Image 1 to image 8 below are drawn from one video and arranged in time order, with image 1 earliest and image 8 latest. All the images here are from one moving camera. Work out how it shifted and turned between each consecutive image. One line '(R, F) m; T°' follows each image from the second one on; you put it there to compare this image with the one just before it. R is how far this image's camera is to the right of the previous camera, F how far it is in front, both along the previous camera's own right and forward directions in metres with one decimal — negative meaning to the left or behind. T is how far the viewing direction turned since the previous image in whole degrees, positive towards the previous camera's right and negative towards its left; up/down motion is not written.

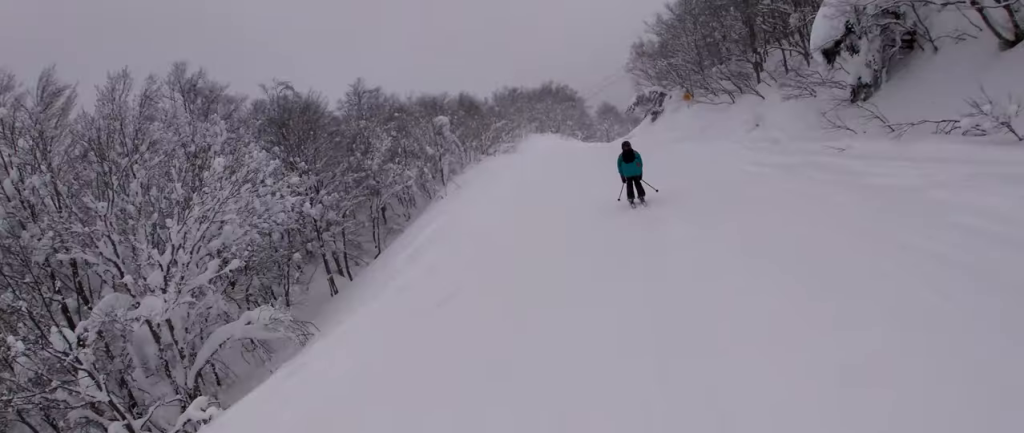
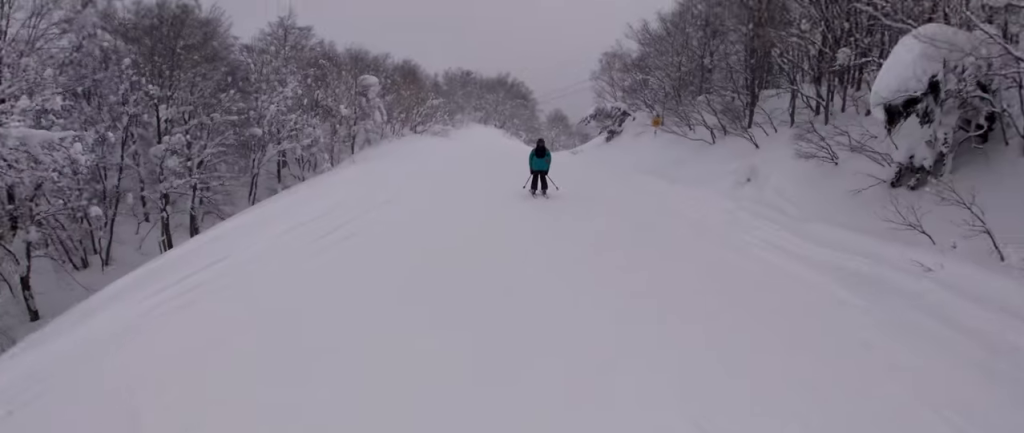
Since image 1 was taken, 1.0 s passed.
(+0.2, +7.2) m; 0°
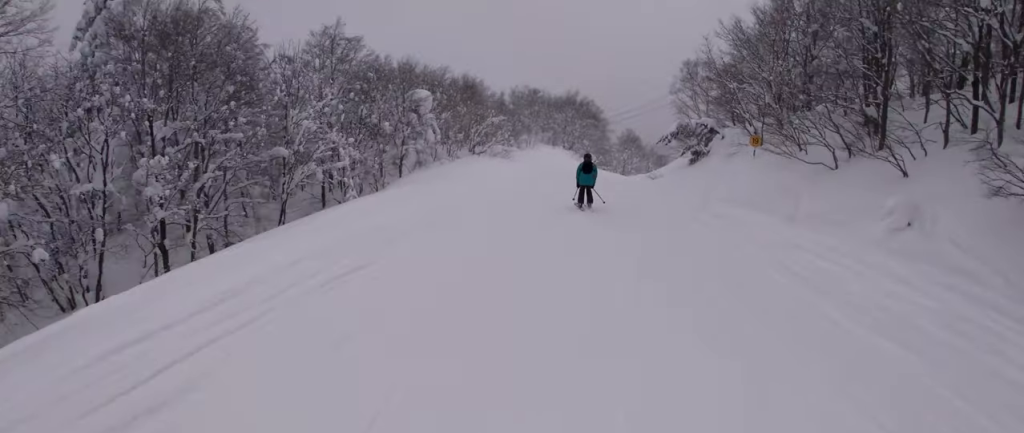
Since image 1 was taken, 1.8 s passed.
(-0.3, +5.6) m; 0°
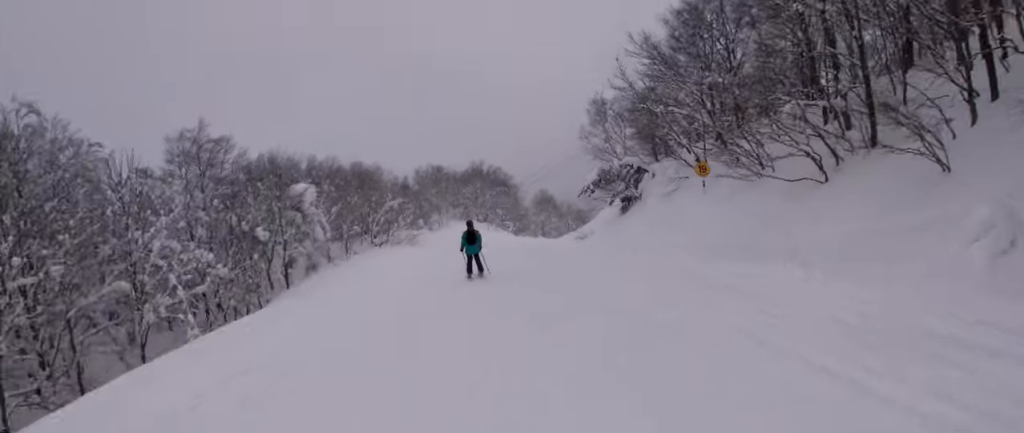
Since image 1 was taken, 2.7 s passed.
(+0.4, +6.1) m; 0°
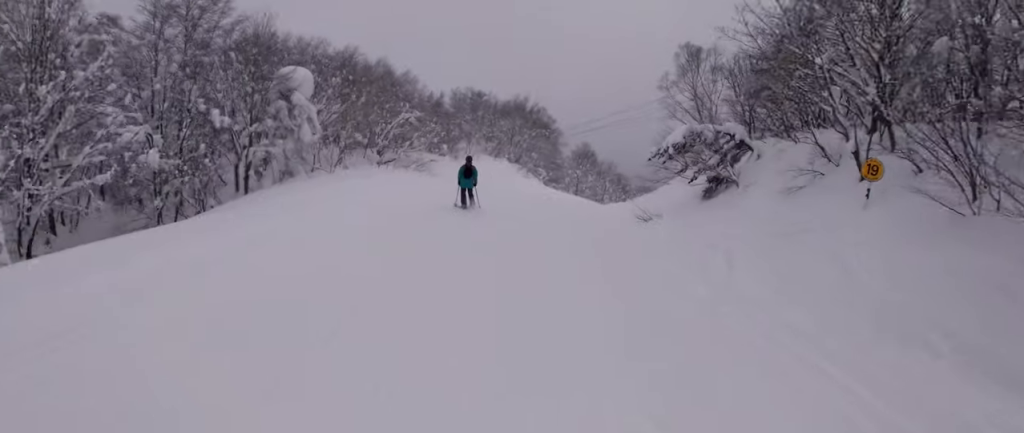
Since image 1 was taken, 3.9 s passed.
(-0.4, +8.0) m; 0°
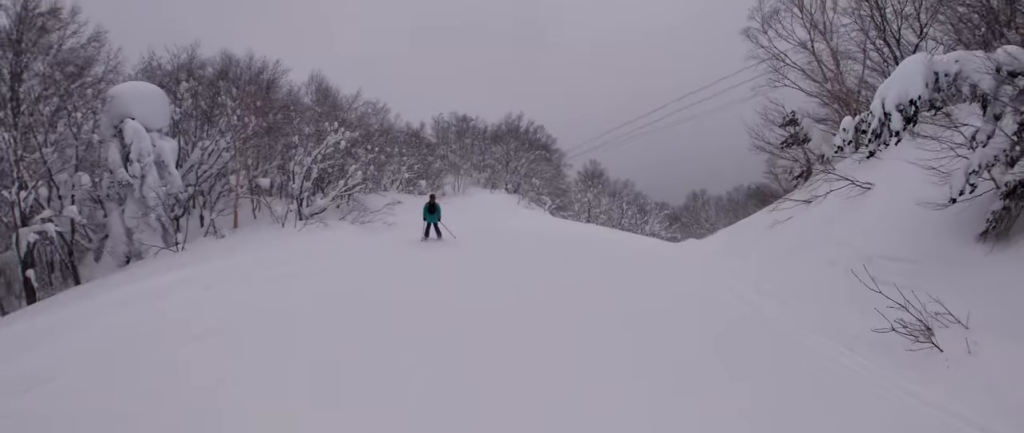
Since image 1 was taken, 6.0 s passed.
(0.0, +13.6) m; +1°
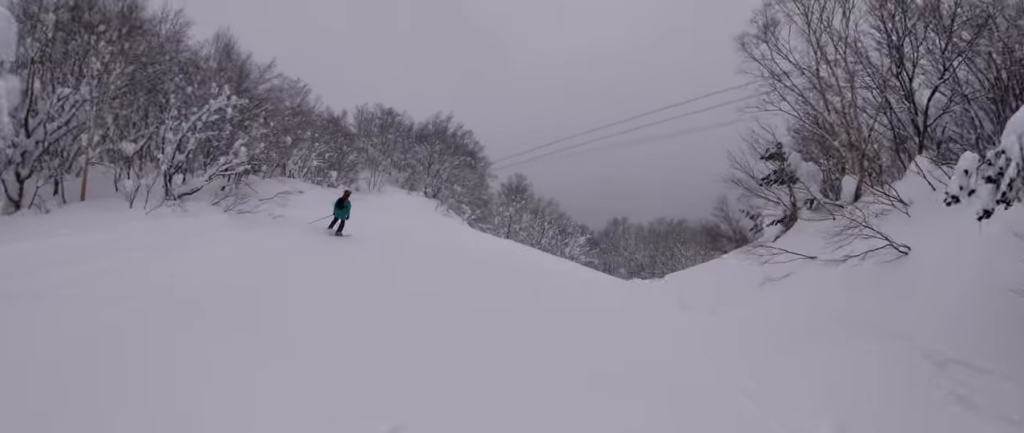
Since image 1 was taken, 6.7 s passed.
(+0.2, +3.9) m; +3°
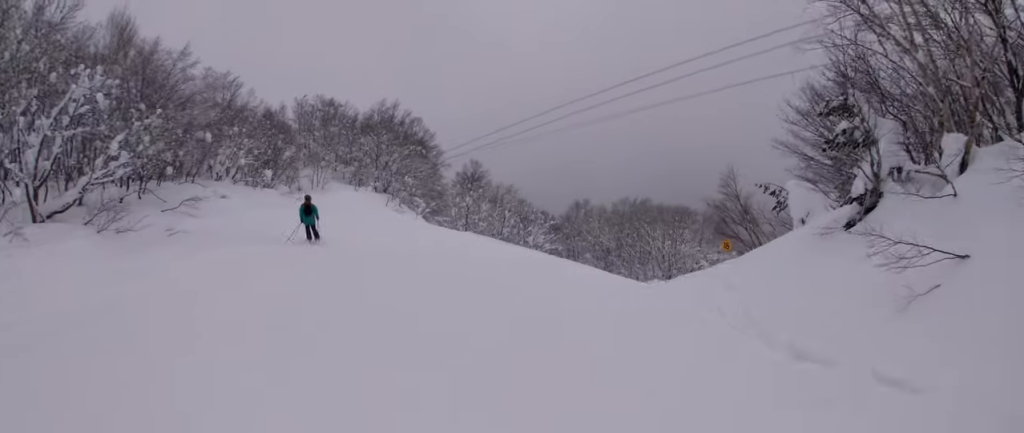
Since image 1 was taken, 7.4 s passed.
(+0.1, +4.5) m; +1°
